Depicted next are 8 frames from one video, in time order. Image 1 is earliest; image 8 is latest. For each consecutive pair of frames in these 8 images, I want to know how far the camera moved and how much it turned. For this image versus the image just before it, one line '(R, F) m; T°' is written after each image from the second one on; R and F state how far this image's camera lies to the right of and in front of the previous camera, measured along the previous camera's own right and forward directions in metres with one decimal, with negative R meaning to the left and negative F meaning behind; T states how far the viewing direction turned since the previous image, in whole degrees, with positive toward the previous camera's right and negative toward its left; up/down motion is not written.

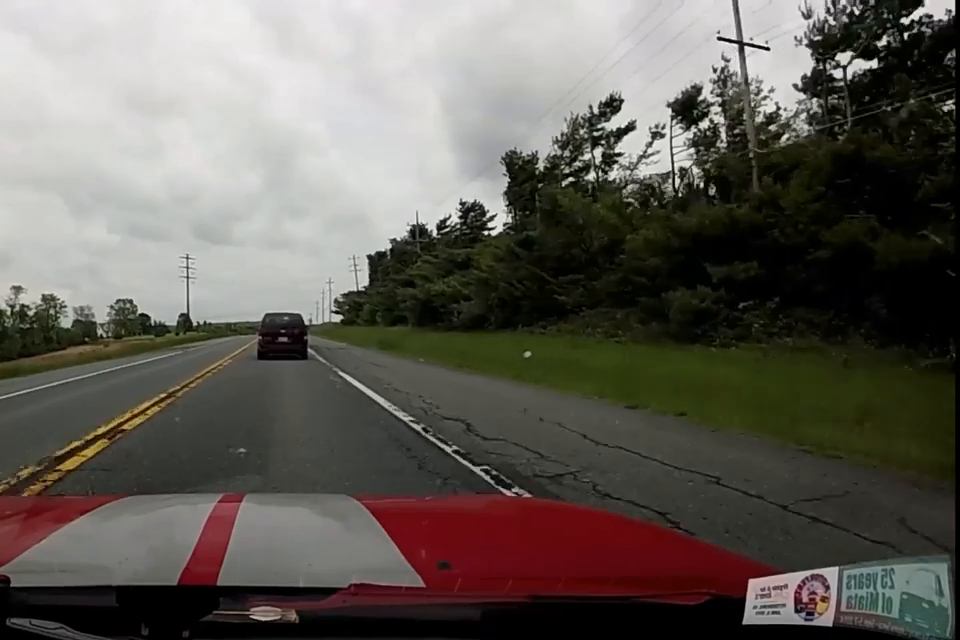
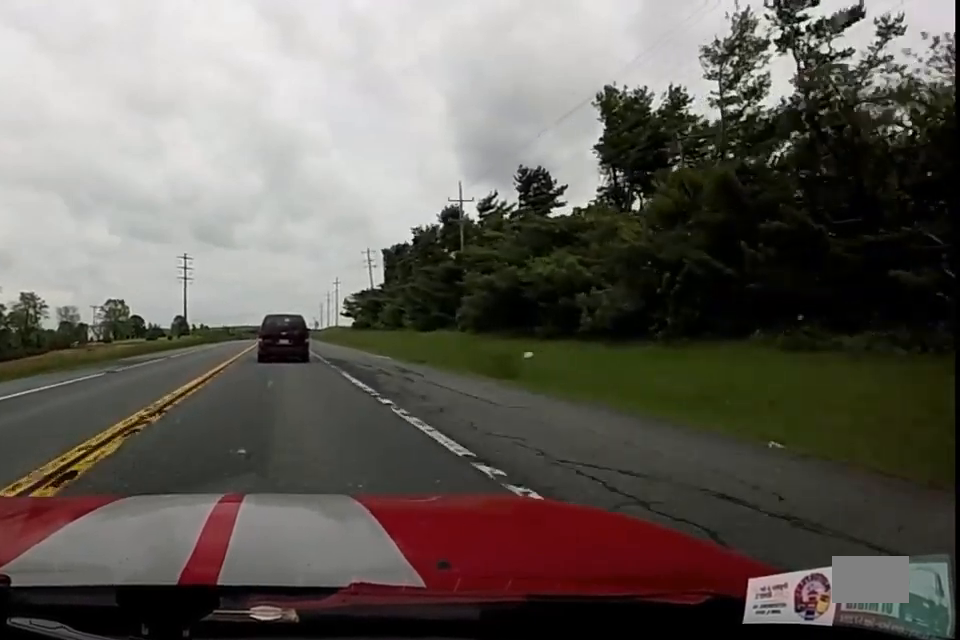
(0.0, +16.9) m; 0°
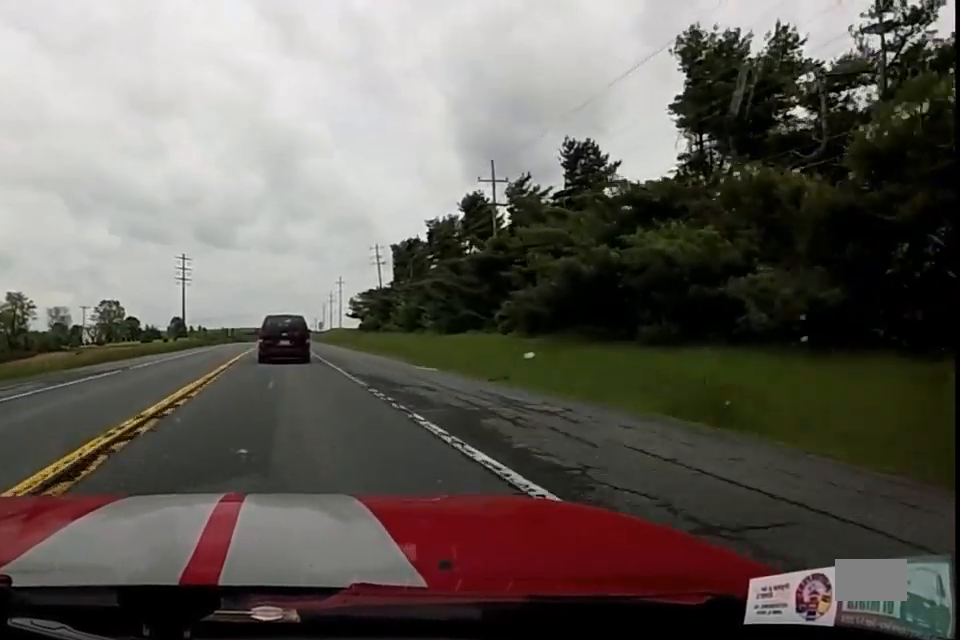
(0.0, +8.6) m; +1°
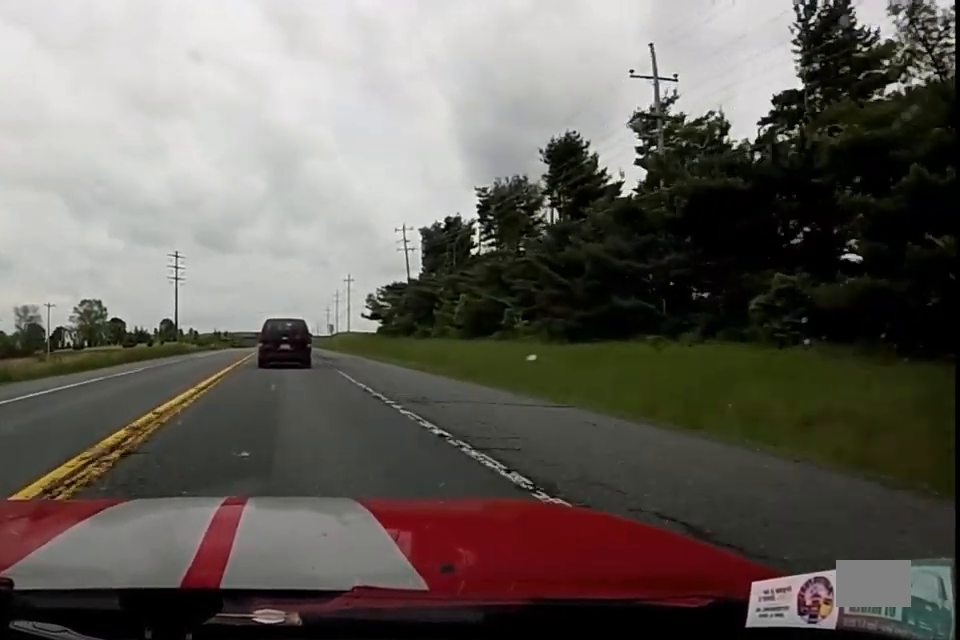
(+0.5, +21.9) m; +2°
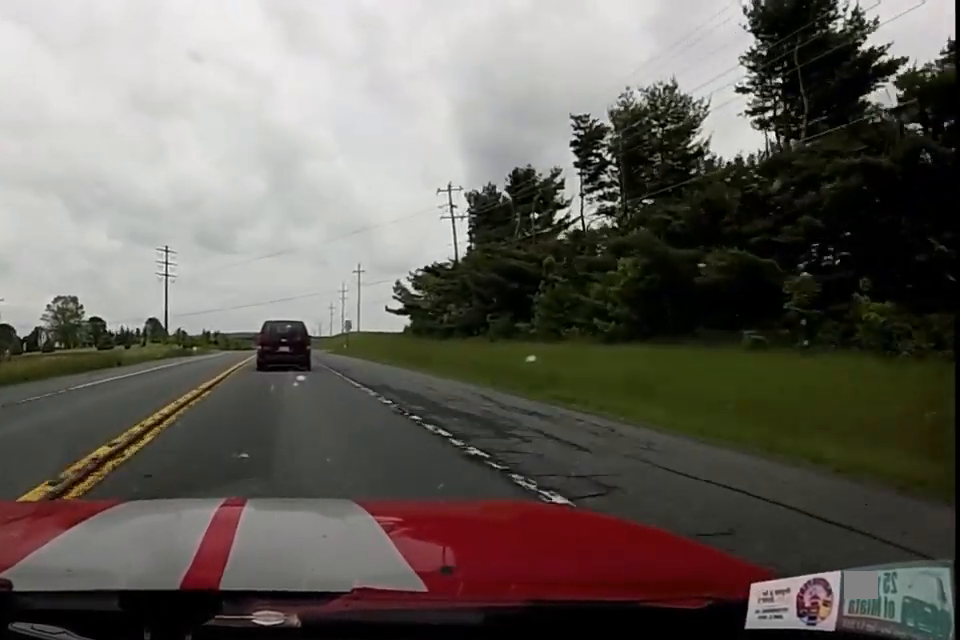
(0.0, +22.2) m; -3°
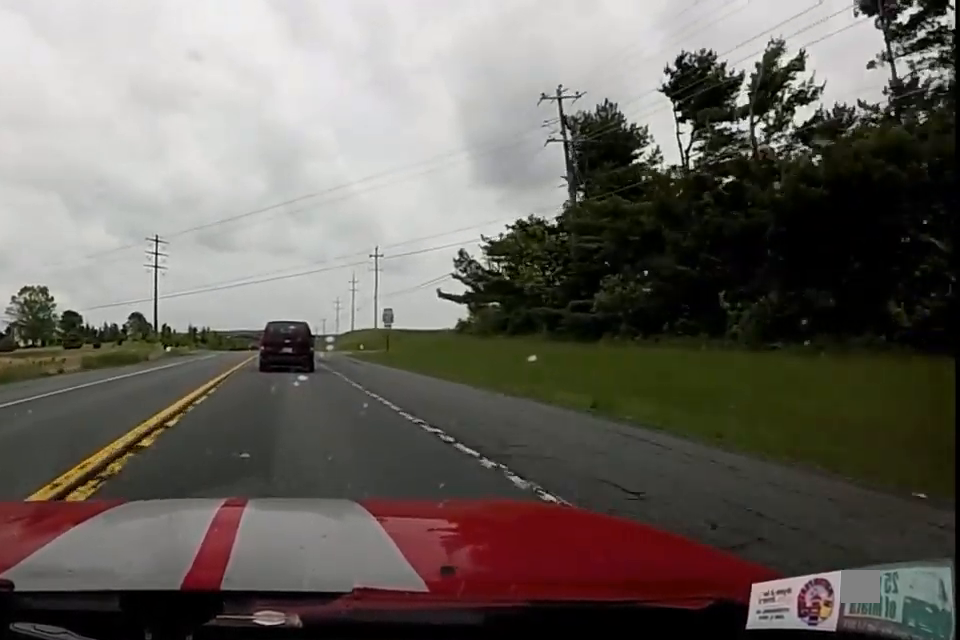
(-1.1, +23.2) m; 0°
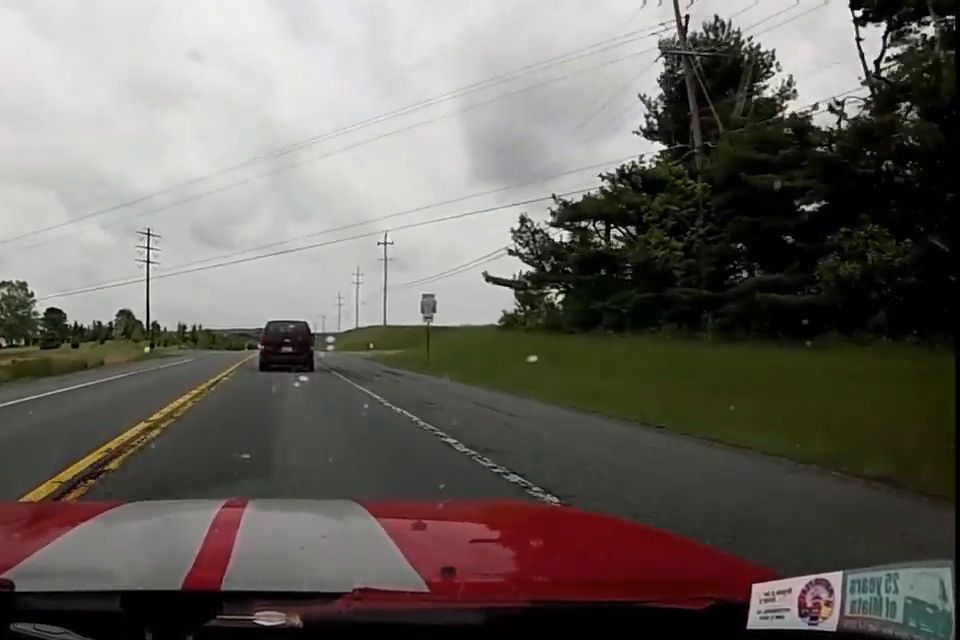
(0.0, +11.5) m; +2°
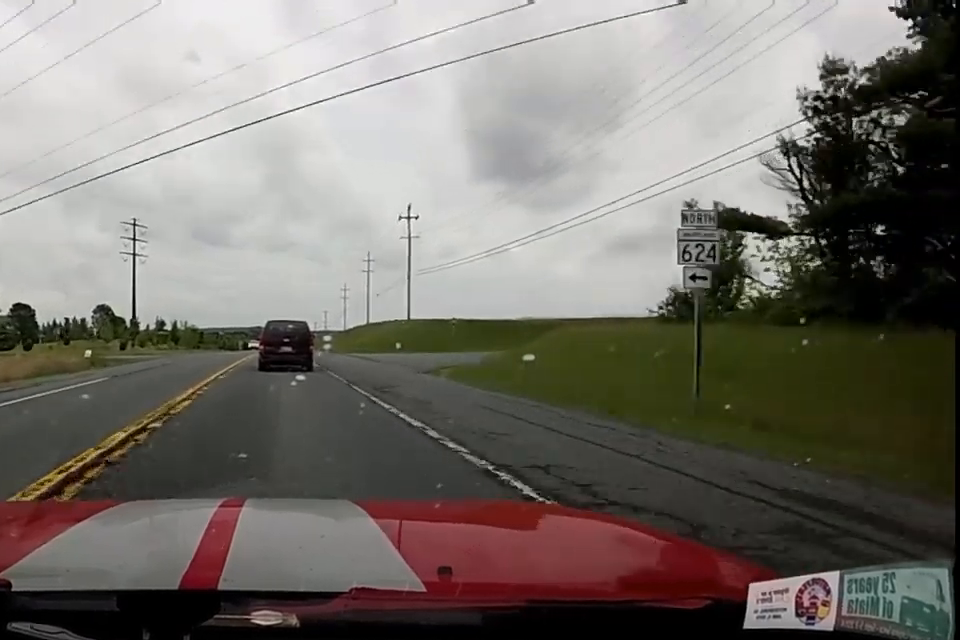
(+1.3, +19.9) m; +1°
